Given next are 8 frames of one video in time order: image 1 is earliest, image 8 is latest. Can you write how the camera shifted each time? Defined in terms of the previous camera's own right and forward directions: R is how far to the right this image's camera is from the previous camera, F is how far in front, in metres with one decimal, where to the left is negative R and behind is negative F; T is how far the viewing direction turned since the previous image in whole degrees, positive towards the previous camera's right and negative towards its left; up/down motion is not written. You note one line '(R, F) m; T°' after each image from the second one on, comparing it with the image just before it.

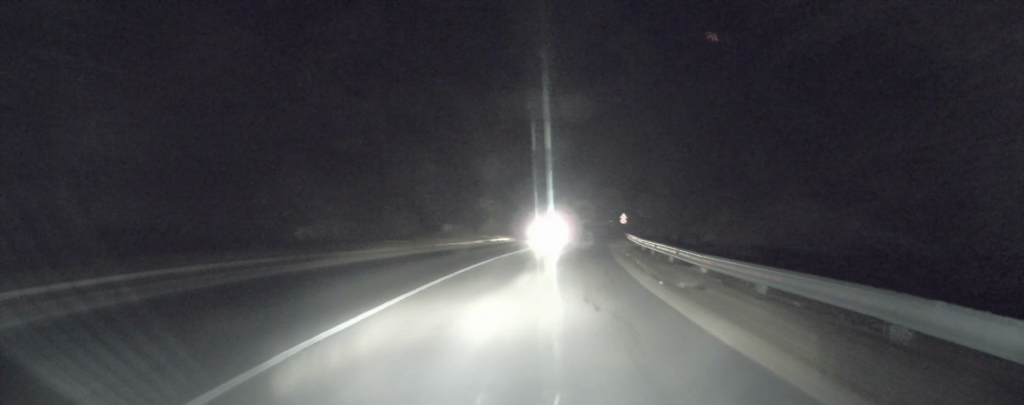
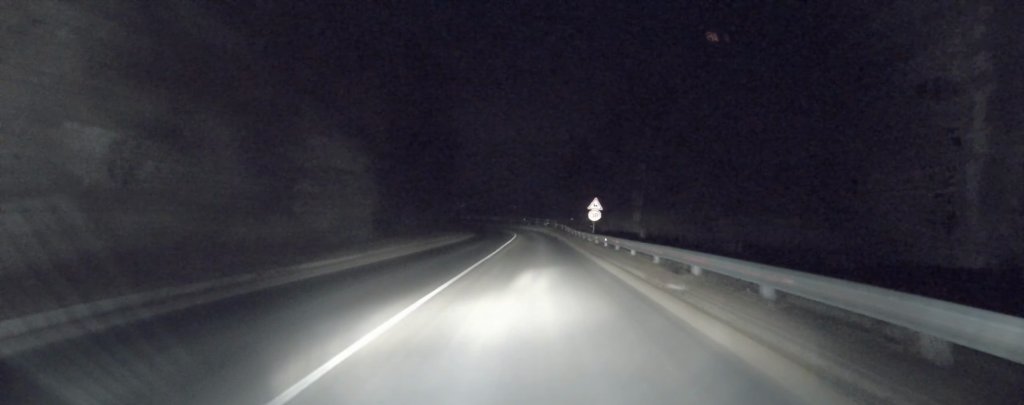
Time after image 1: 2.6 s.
(+5.3, +41.7) m; +9°
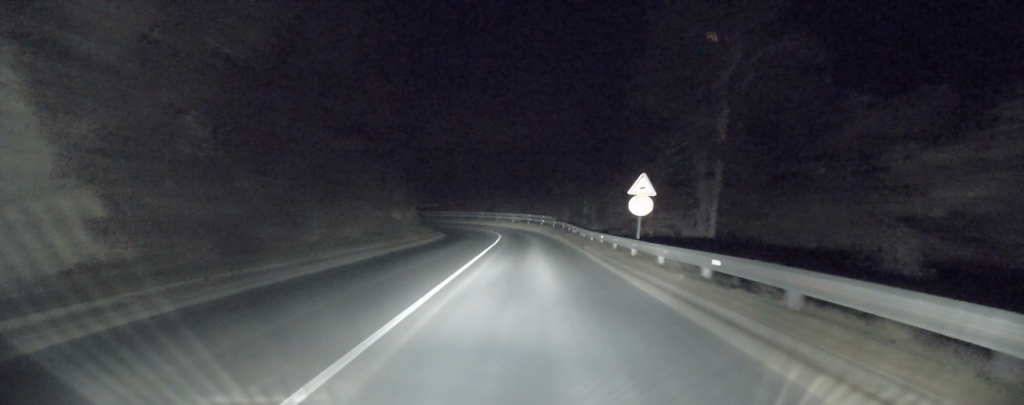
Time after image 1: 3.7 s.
(+0.1, +17.0) m; -1°
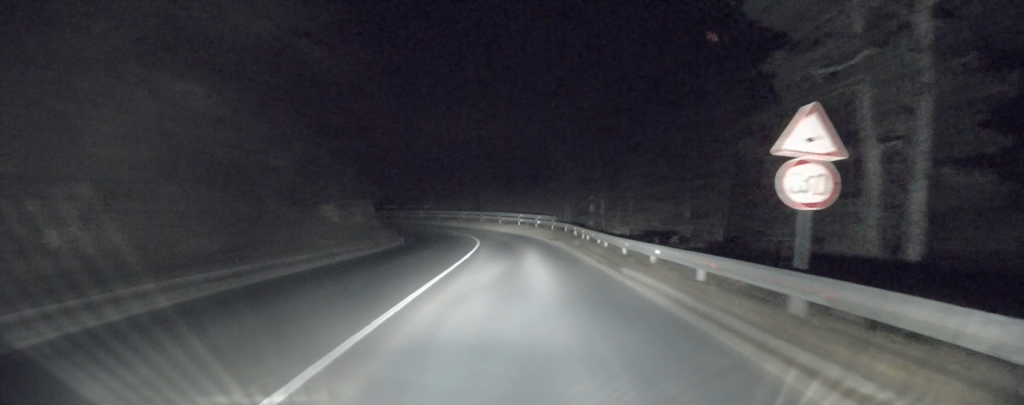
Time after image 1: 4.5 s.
(-0.2, +12.6) m; 0°
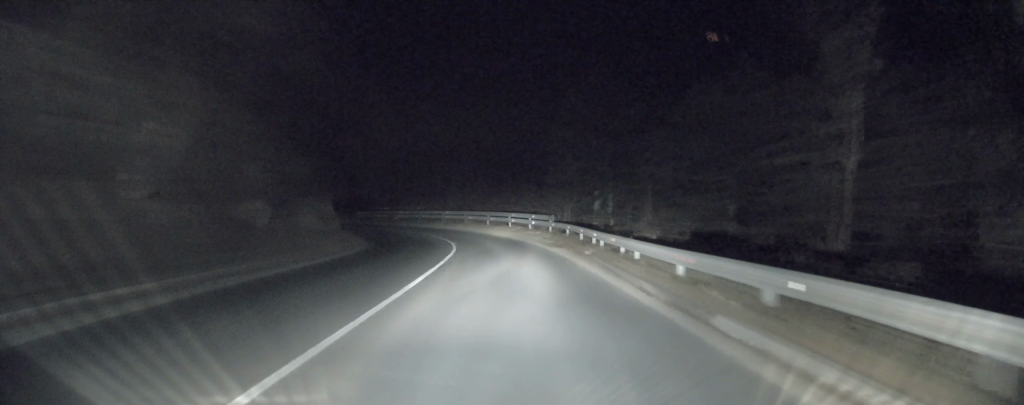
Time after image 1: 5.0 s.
(+0.1, +7.8) m; 0°
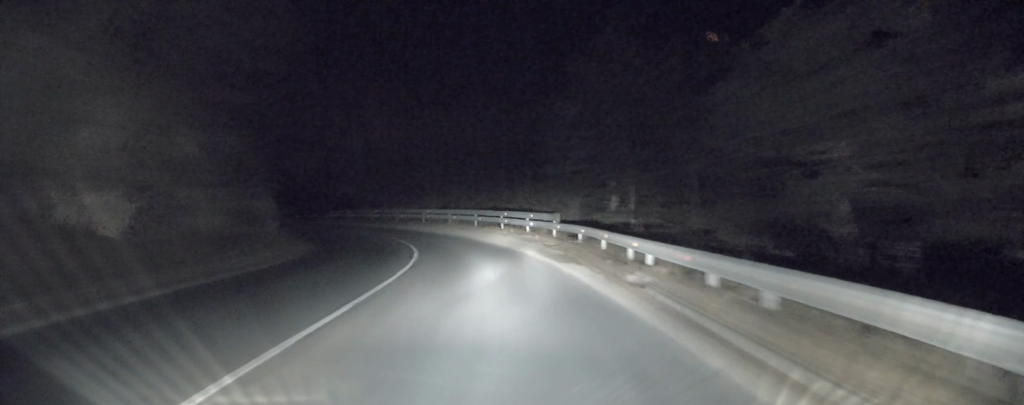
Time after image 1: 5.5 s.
(+0.1, +8.8) m; 0°
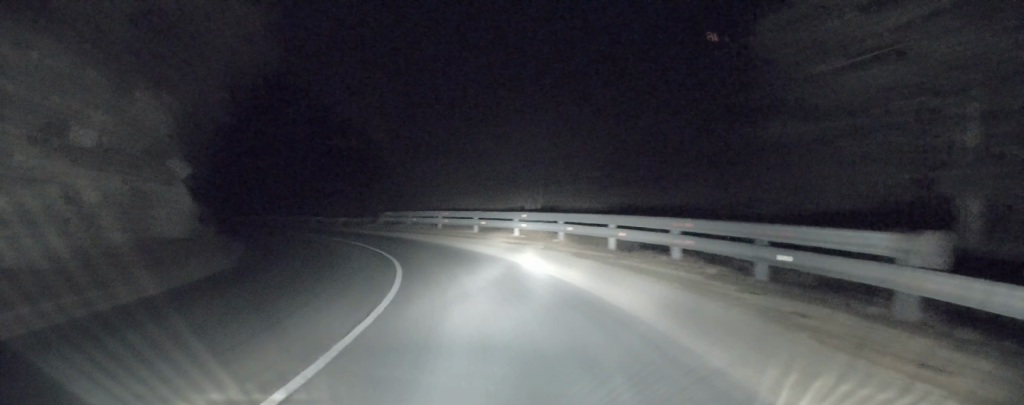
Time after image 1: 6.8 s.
(-1.2, +19.5) m; -10°
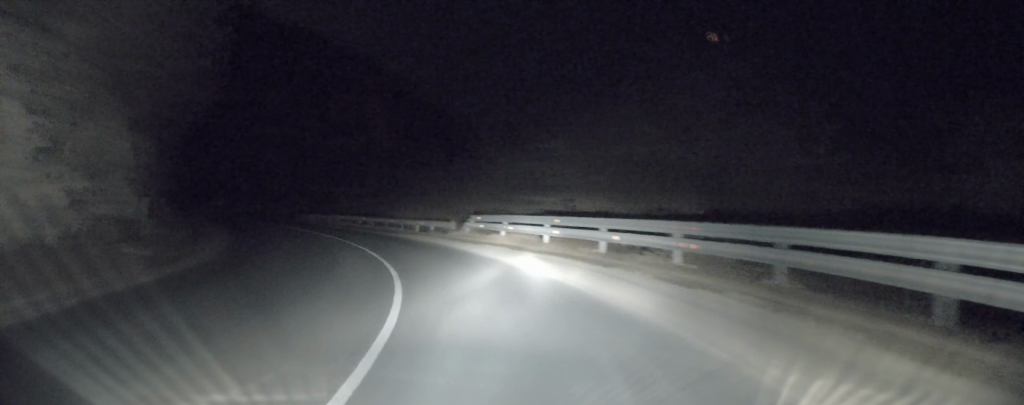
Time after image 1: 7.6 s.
(-0.8, +11.2) m; -7°
